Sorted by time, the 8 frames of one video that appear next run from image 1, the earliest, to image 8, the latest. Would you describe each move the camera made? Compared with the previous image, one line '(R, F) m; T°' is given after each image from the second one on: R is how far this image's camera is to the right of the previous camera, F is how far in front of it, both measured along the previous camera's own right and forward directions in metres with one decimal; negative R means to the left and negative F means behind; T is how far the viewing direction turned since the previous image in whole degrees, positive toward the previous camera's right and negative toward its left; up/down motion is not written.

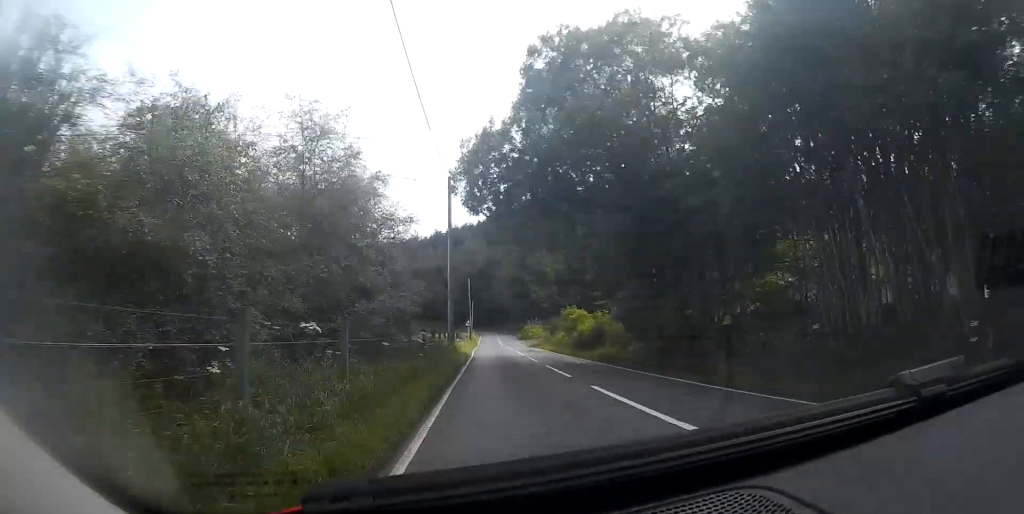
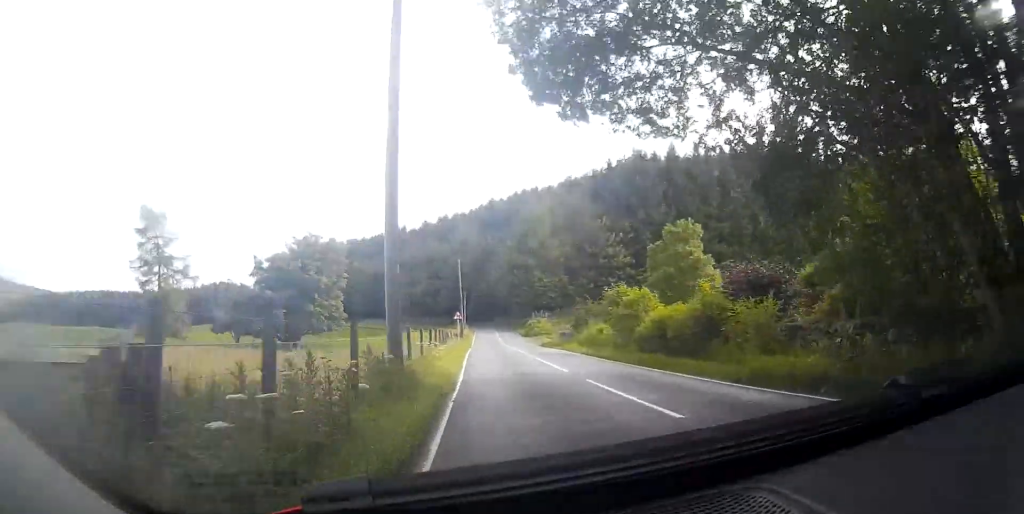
(-0.1, +17.6) m; 0°
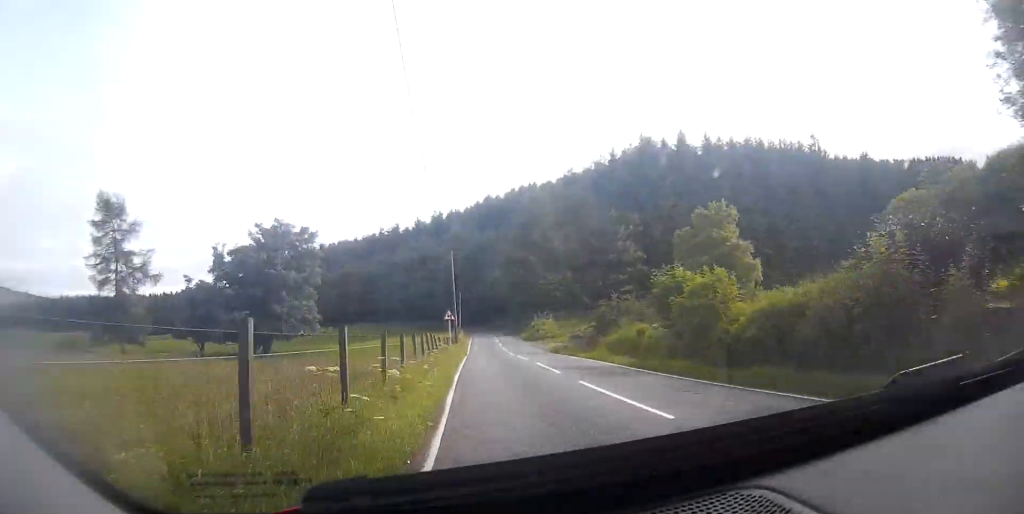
(+0.1, +8.6) m; 0°
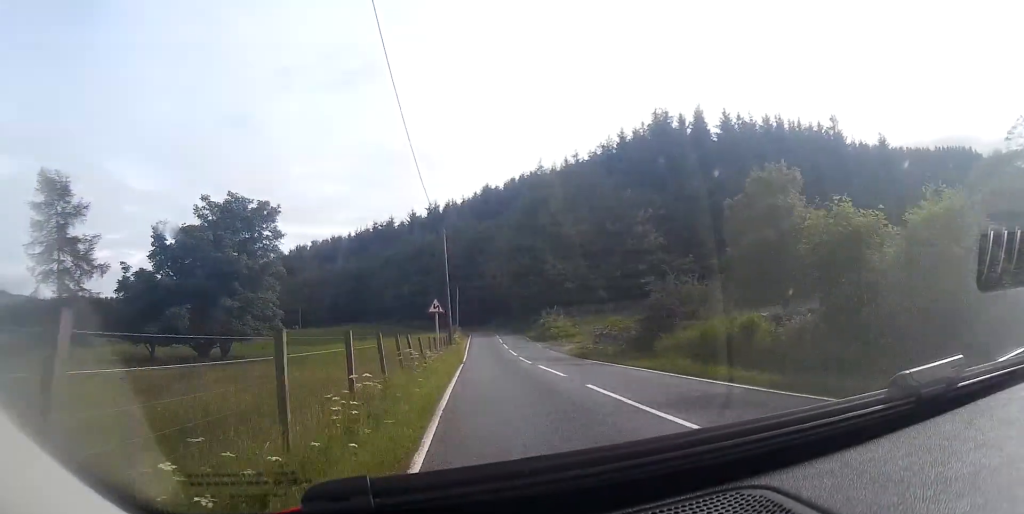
(+0.1, +10.4) m; 0°
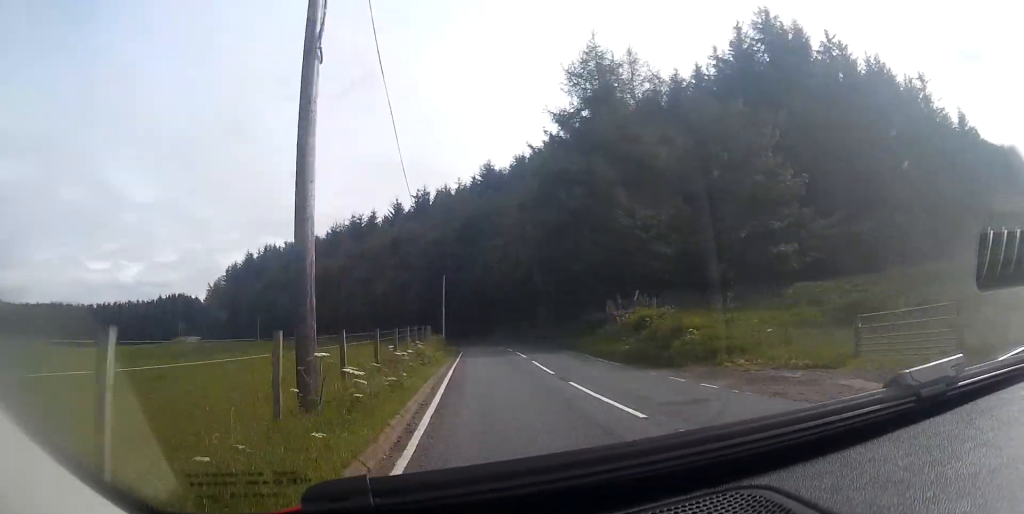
(-0.2, +34.1) m; 0°
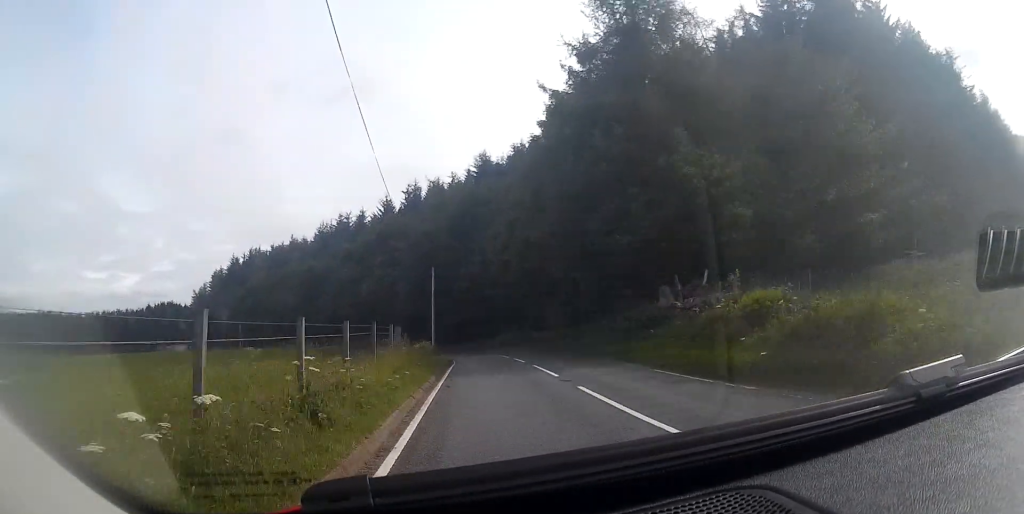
(+0.1, +10.3) m; 0°
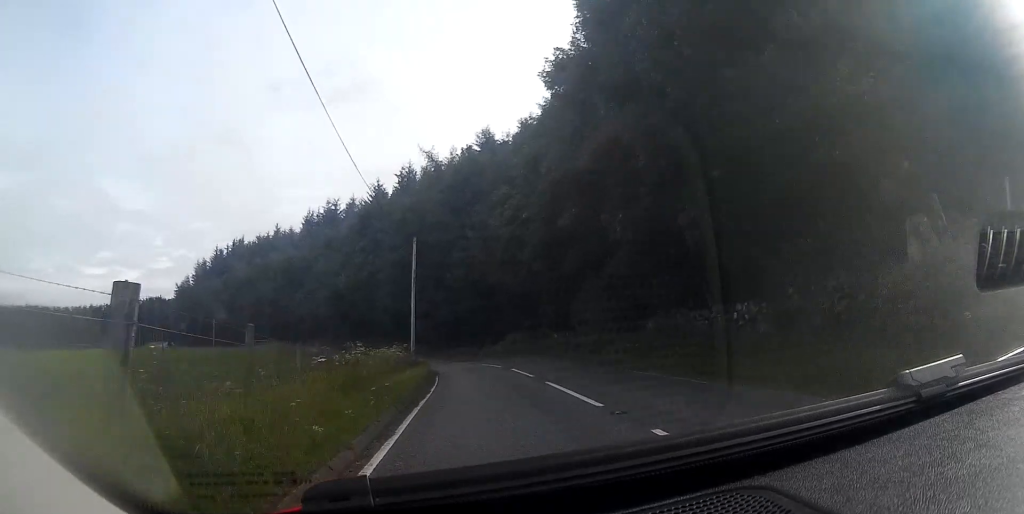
(0.0, +14.4) m; -1°
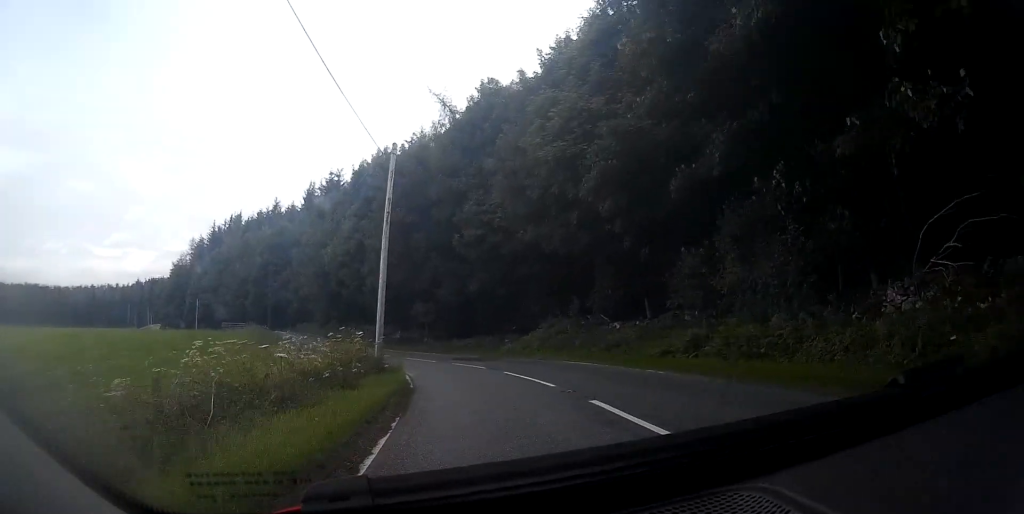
(-0.1, +14.5) m; -3°
